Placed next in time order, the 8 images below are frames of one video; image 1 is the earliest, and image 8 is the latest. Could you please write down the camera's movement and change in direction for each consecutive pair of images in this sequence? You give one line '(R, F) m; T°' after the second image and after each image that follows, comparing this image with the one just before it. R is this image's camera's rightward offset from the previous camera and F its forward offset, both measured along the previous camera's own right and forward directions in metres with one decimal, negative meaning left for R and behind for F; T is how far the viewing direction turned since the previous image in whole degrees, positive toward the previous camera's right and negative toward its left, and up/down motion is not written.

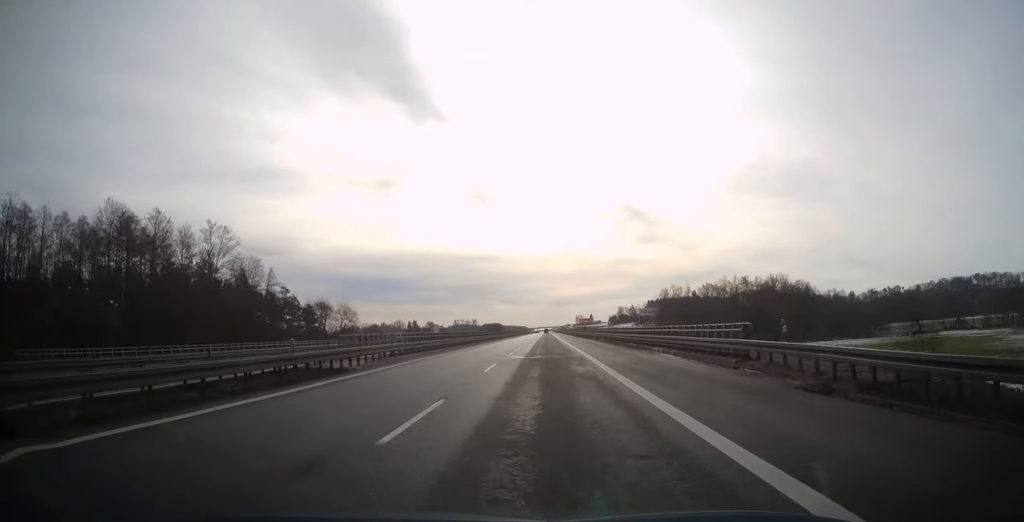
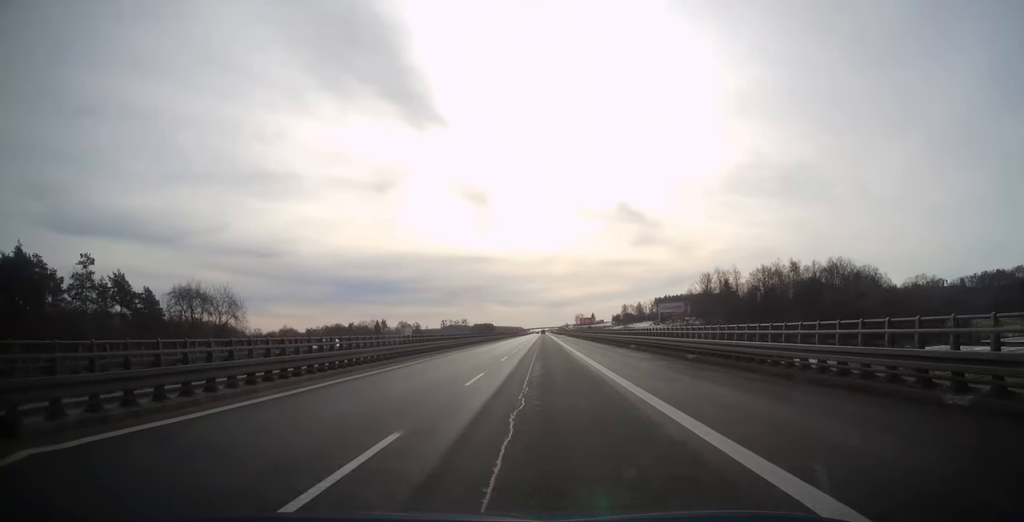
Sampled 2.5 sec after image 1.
(+0.2, +75.6) m; 0°
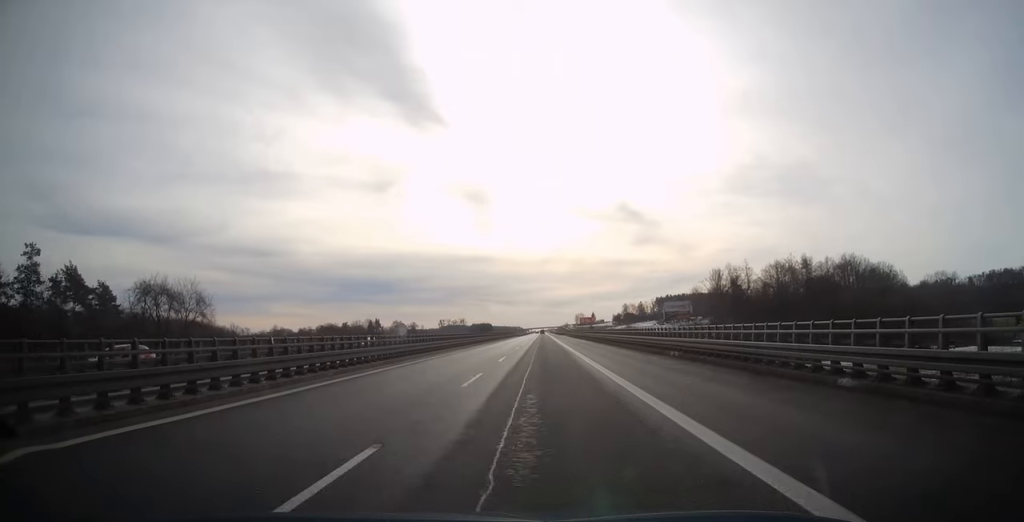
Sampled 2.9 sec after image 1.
(0.0, +12.7) m; 0°
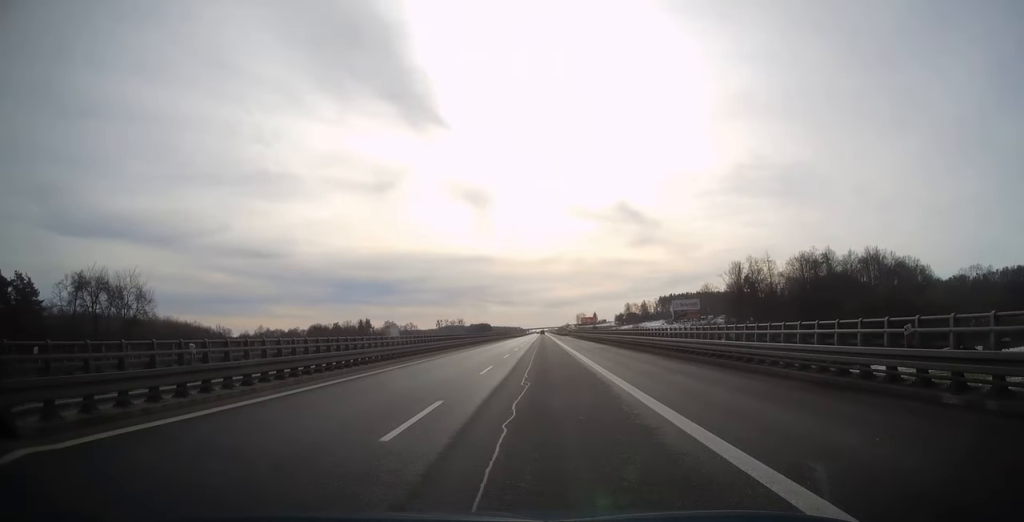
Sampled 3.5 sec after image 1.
(0.0, +19.3) m; 0°
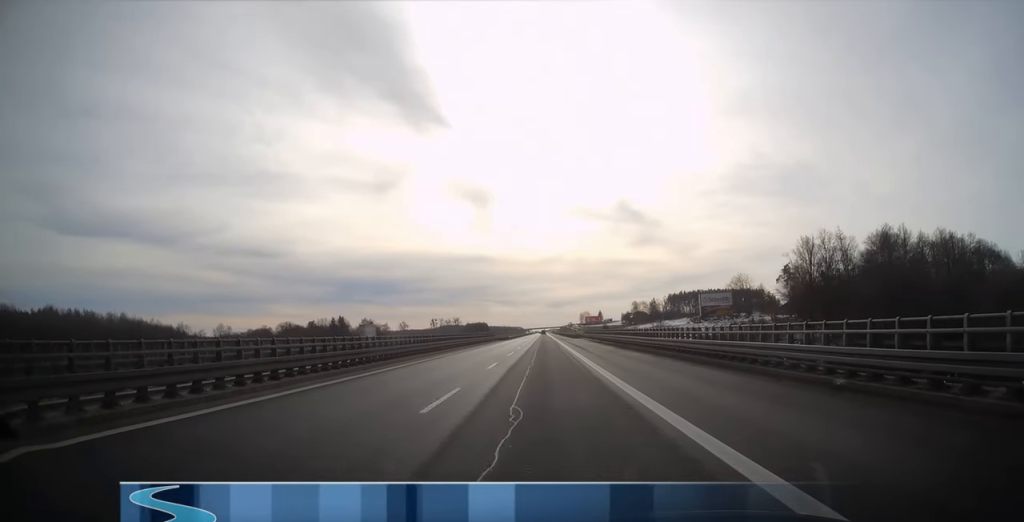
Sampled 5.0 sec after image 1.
(0.0, +45.1) m; 0°
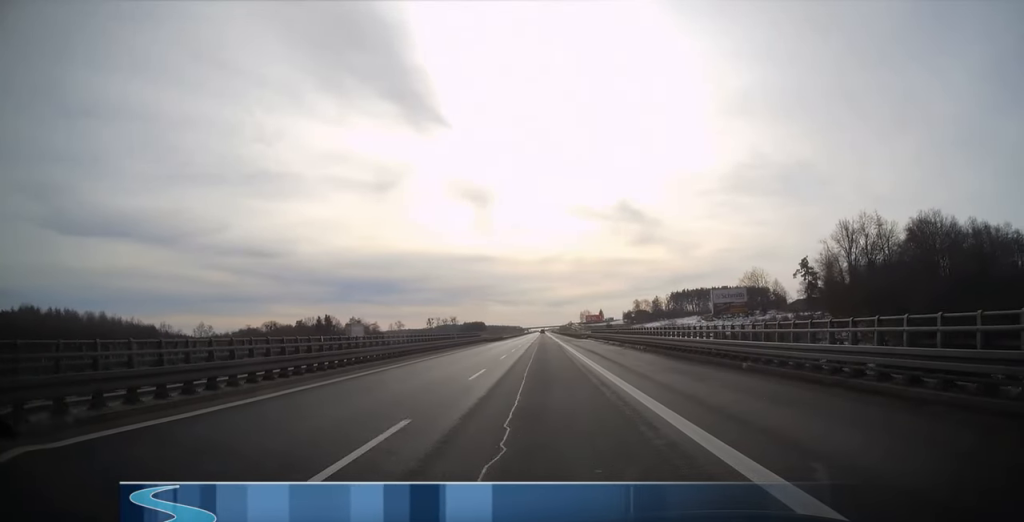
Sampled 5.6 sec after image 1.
(0.0, +17.2) m; 0°
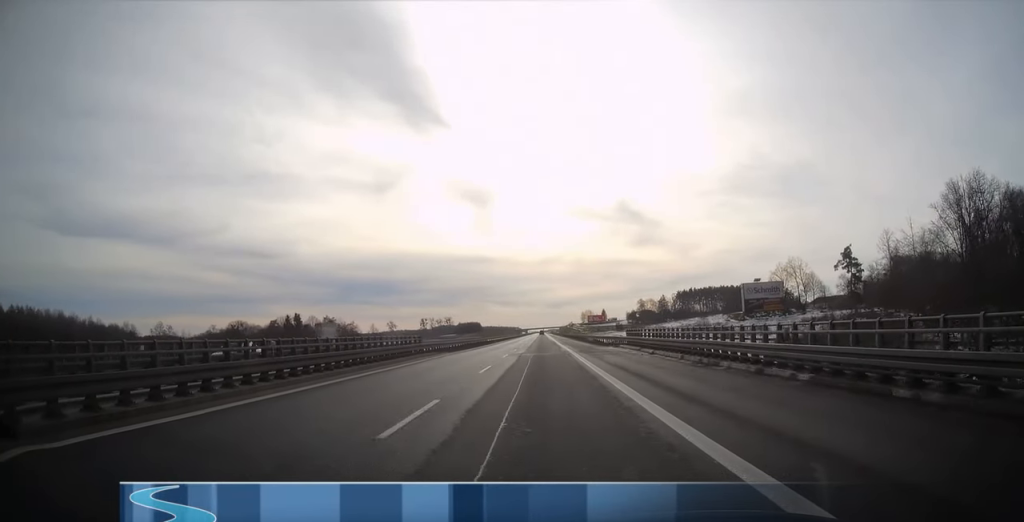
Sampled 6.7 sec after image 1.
(0.0, +33.2) m; 0°
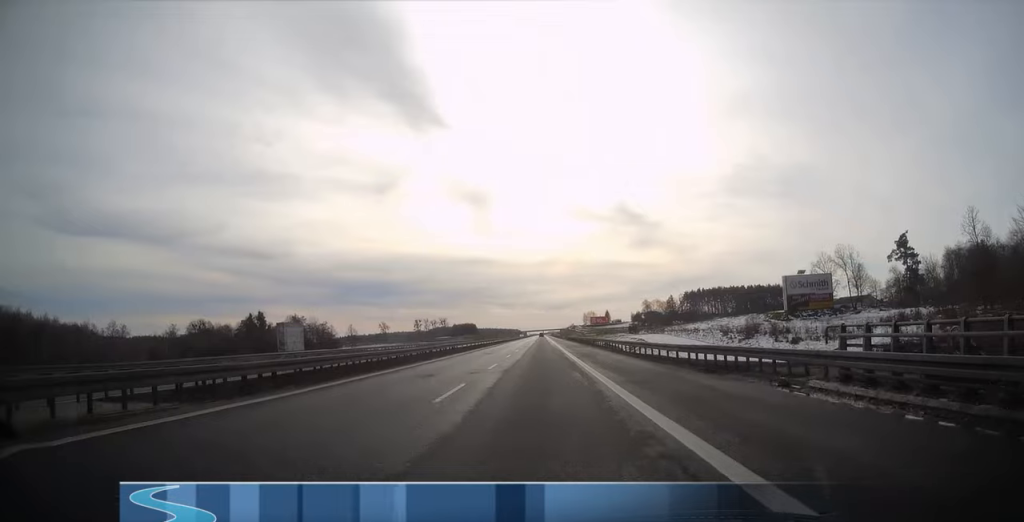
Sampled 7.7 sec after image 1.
(0.0, +31.7) m; 0°
